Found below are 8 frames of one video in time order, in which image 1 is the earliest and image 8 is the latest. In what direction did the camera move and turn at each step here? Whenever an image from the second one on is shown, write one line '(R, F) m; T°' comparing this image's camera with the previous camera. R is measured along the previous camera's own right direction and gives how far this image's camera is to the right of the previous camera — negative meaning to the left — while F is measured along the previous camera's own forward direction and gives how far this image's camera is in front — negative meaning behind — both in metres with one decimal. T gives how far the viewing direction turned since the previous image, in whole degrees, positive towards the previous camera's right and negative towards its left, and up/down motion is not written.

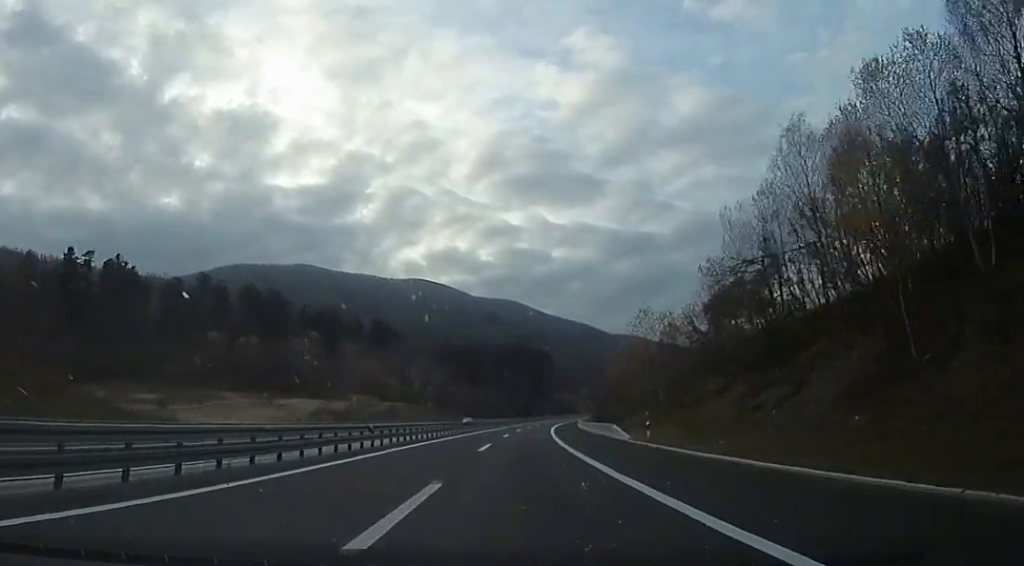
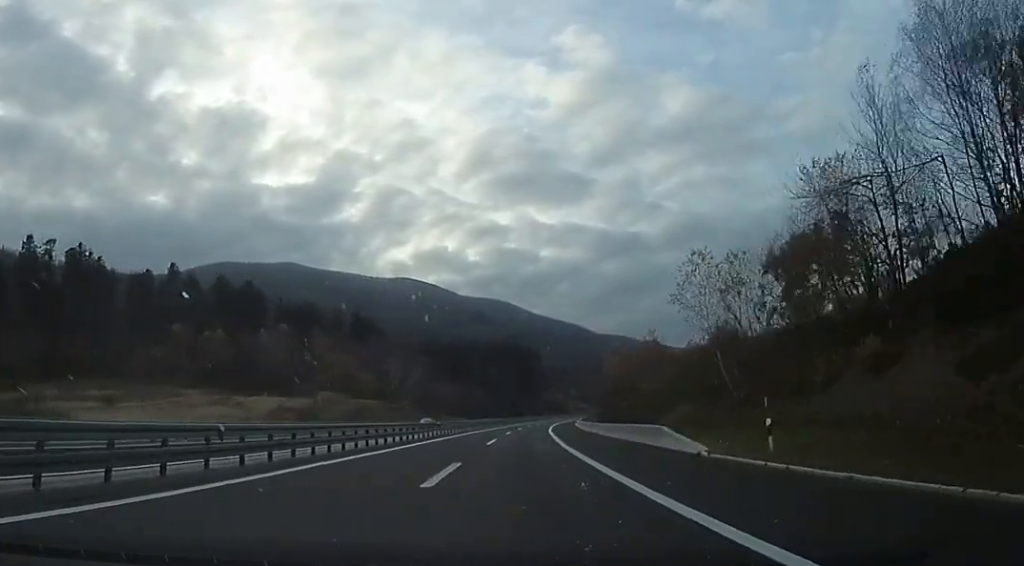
(-0.1, +14.2) m; +2°
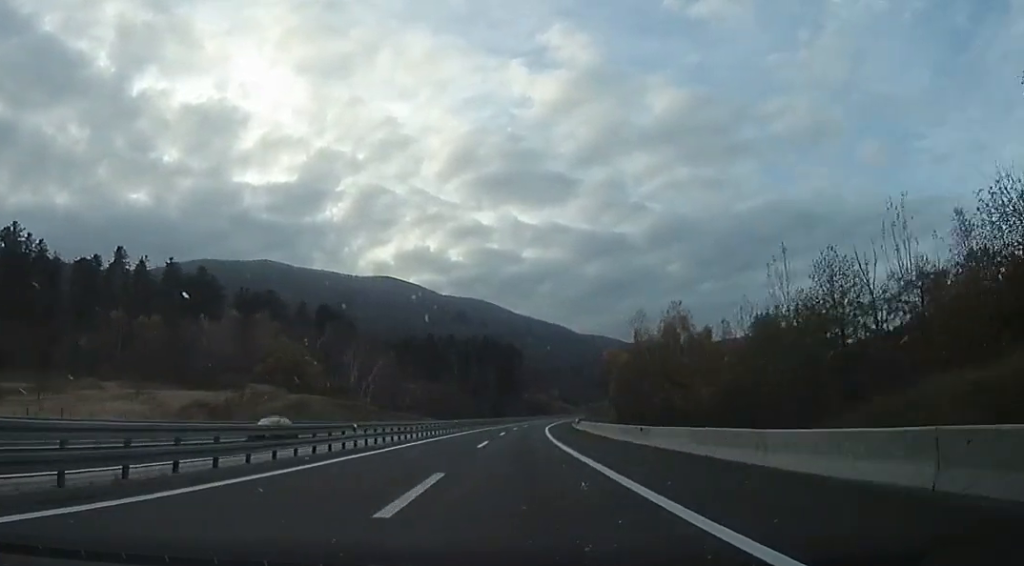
(+0.5, +22.7) m; +2°
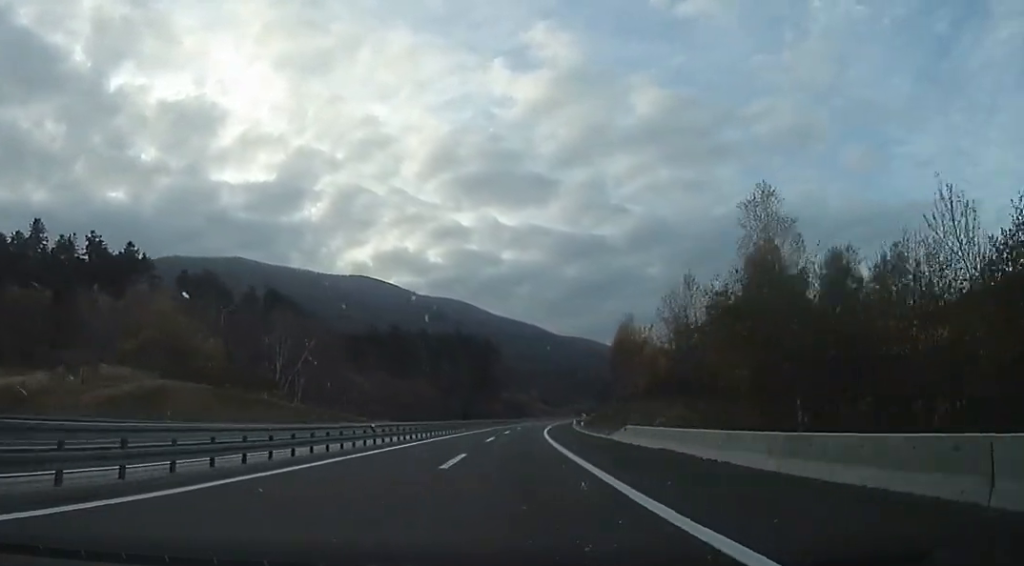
(+1.0, +31.4) m; +2°
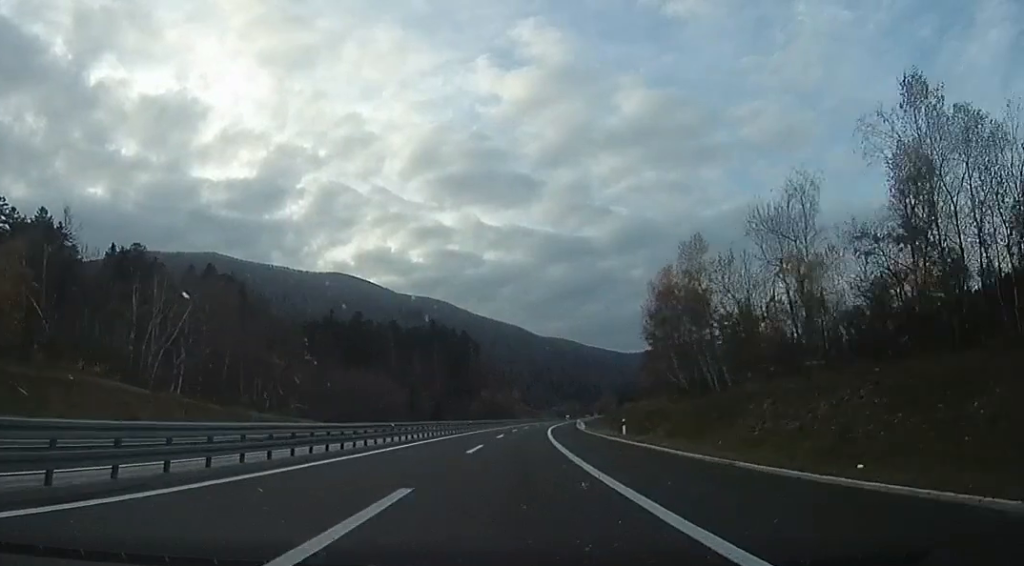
(0.0, +31.8) m; +2°
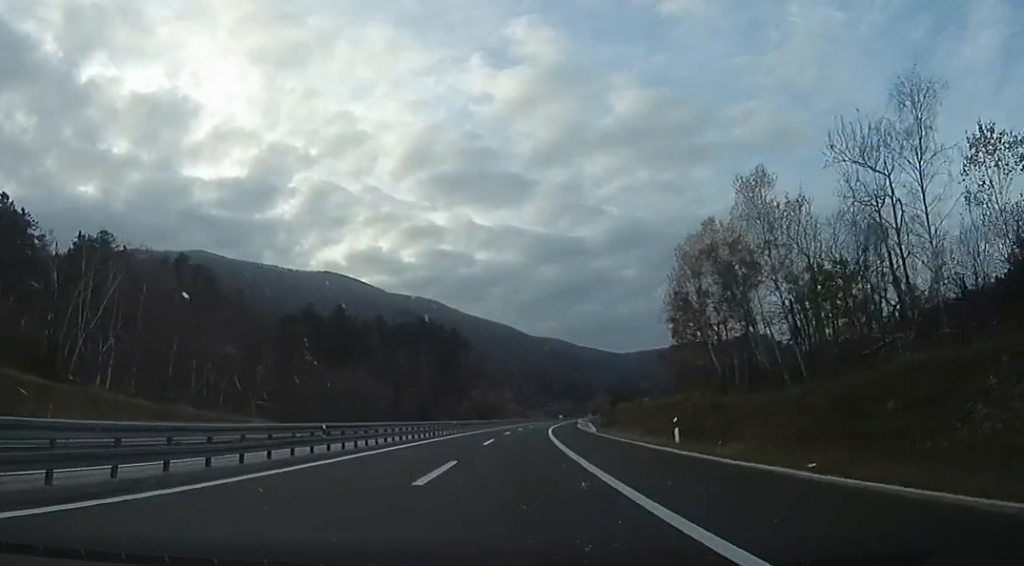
(-0.3, +11.8) m; +1°
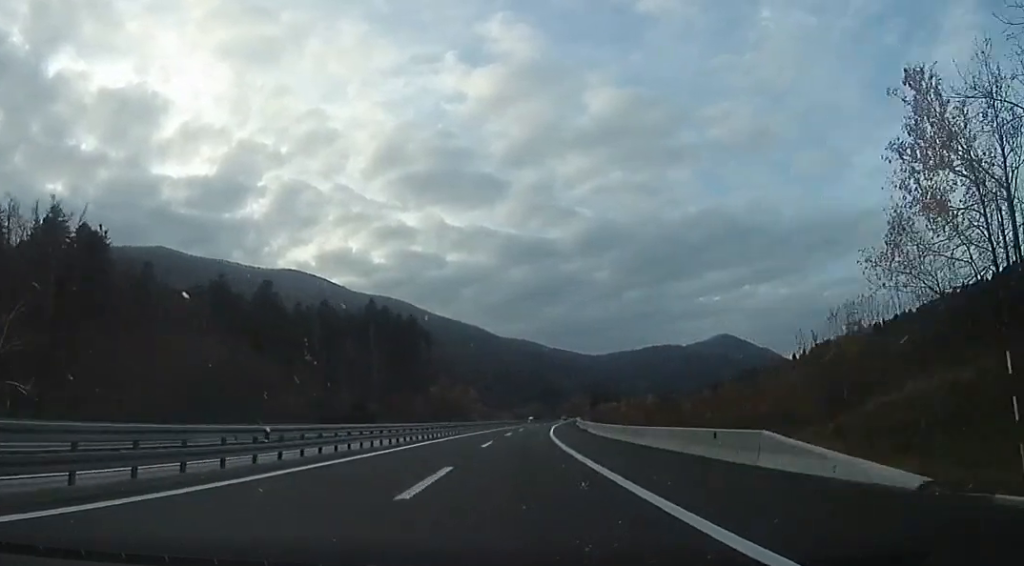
(+2.0, +41.1) m; +3°
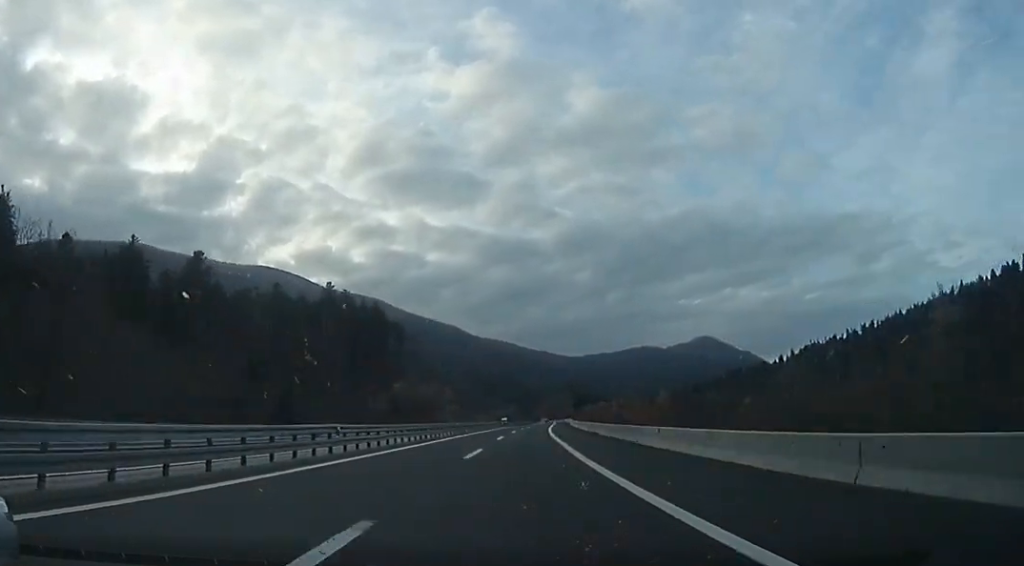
(0.0, +28.6) m; +2°
